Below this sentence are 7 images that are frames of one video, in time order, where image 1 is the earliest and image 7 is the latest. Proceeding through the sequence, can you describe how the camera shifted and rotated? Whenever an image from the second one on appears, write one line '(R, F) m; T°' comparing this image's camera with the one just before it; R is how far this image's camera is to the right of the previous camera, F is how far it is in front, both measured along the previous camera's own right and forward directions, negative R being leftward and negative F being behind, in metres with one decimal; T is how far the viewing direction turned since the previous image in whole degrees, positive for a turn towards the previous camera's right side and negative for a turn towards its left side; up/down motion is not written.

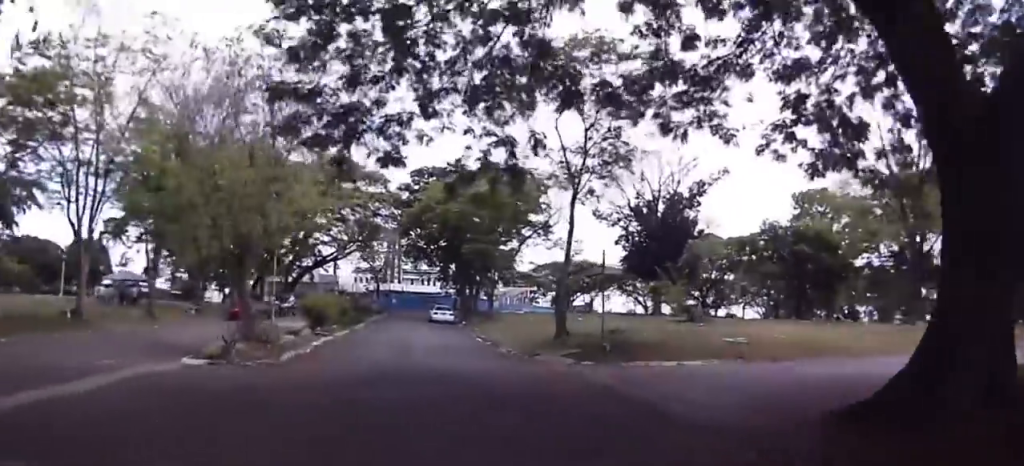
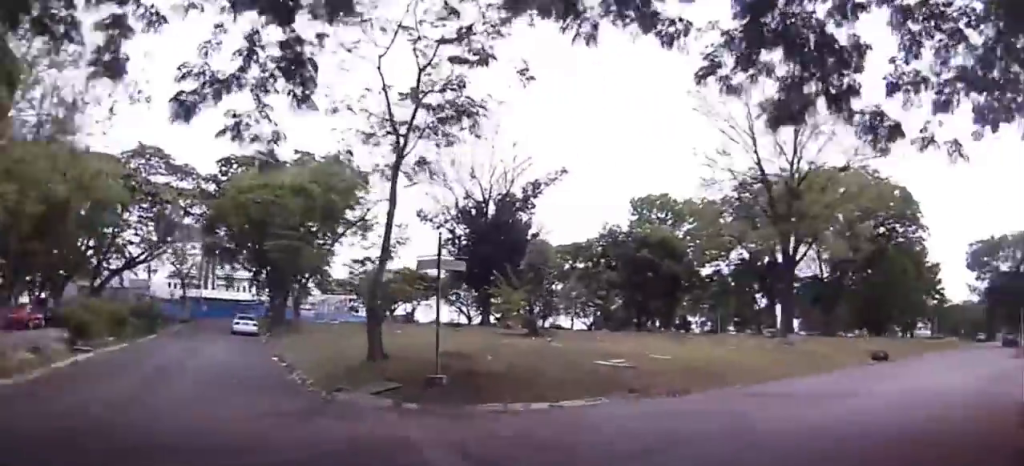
(-0.1, +7.2) m; +15°
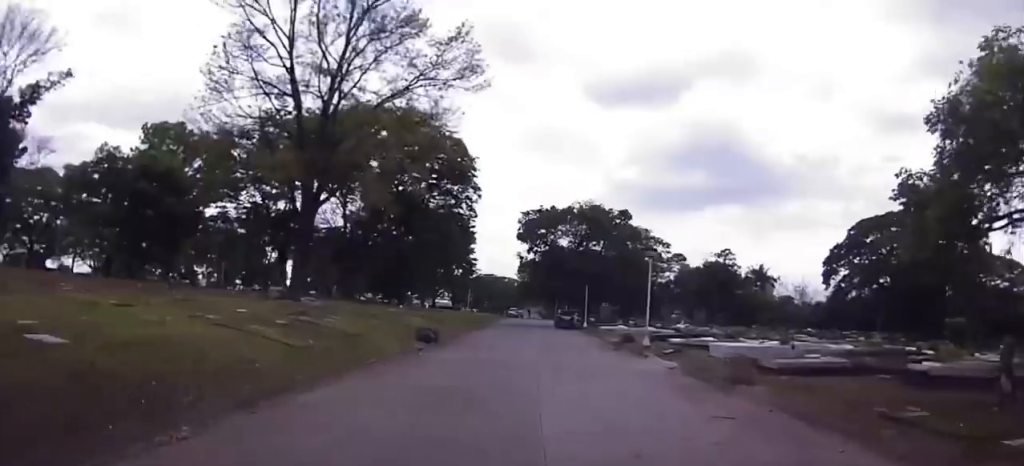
(+4.8, +13.0) m; +31°
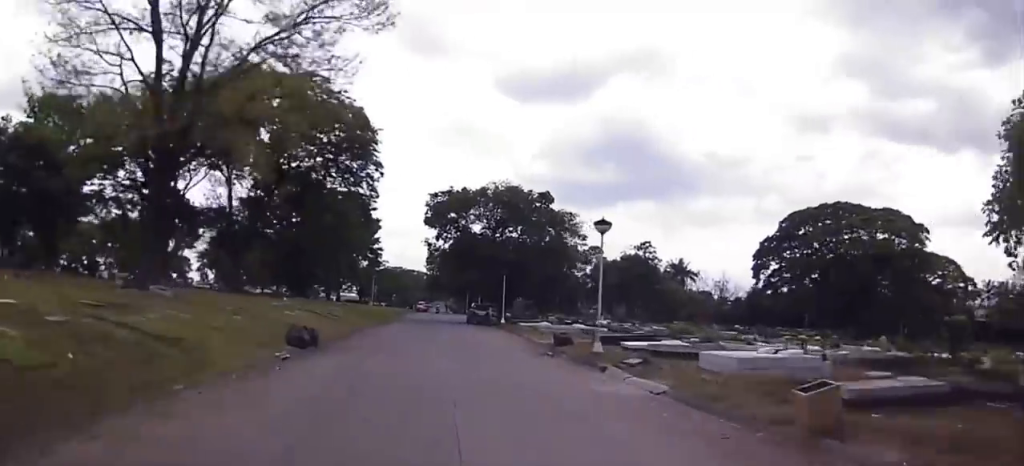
(+1.4, +7.8) m; +5°
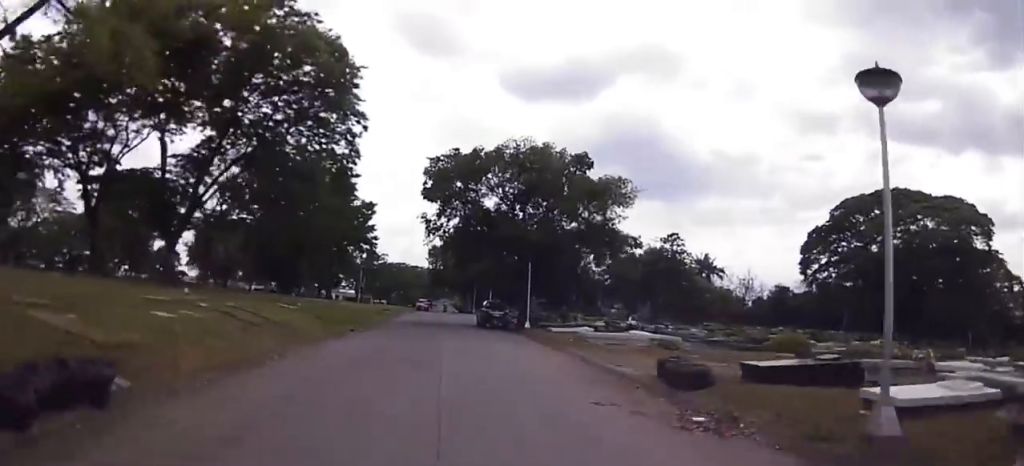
(+0.8, +13.3) m; +2°
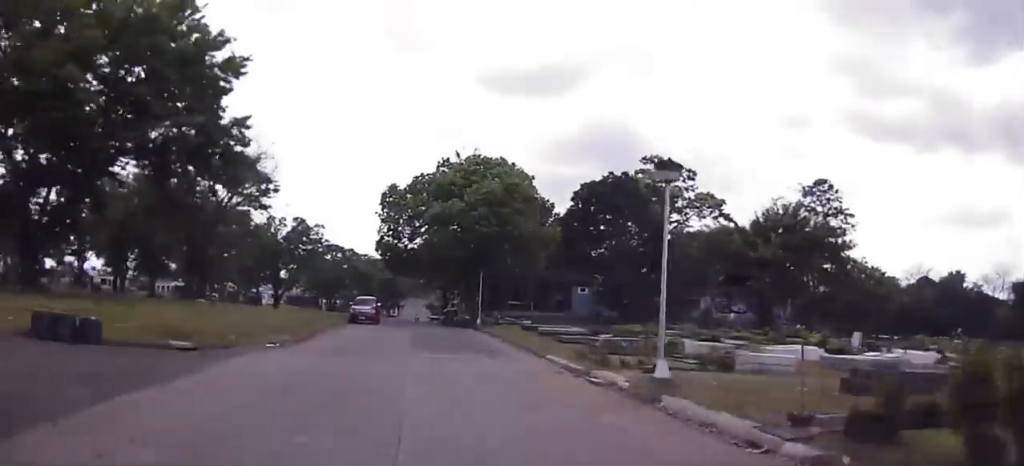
(+0.5, +52.7) m; +3°
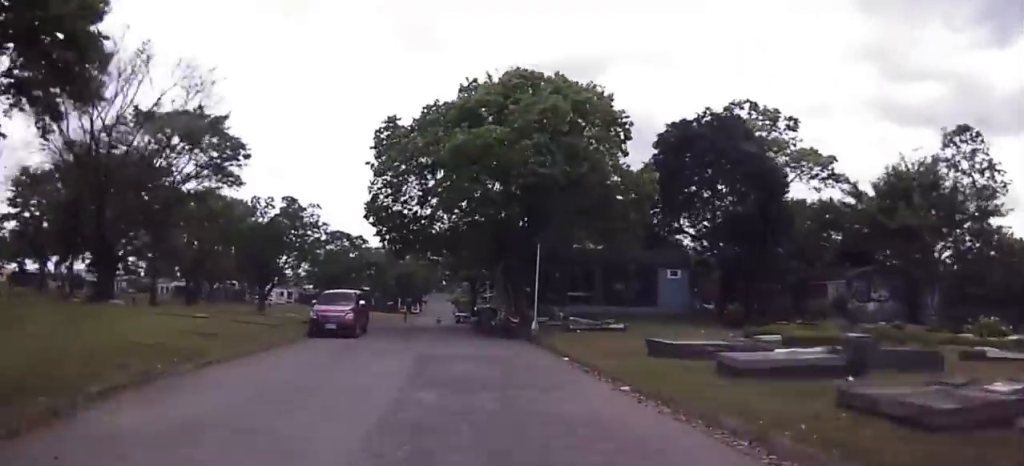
(-0.6, +18.3) m; -3°
